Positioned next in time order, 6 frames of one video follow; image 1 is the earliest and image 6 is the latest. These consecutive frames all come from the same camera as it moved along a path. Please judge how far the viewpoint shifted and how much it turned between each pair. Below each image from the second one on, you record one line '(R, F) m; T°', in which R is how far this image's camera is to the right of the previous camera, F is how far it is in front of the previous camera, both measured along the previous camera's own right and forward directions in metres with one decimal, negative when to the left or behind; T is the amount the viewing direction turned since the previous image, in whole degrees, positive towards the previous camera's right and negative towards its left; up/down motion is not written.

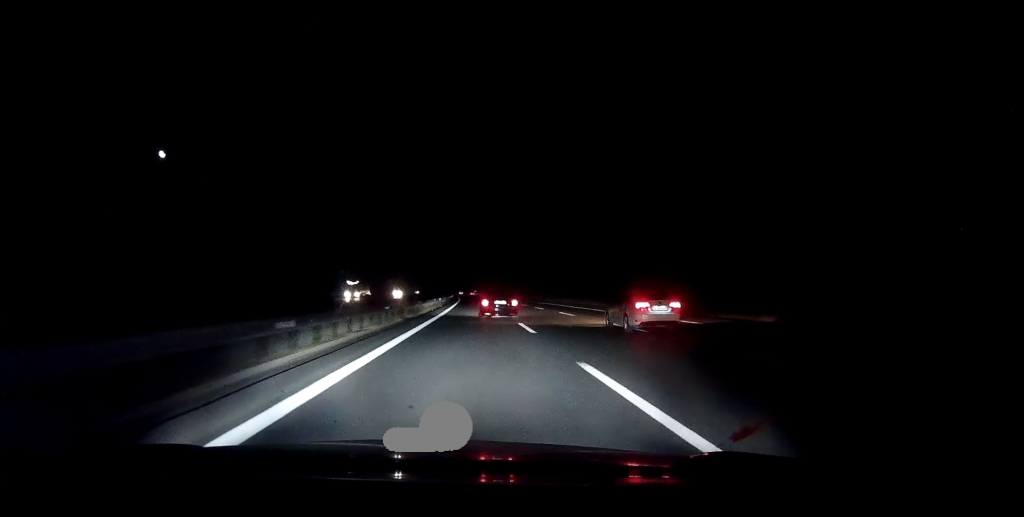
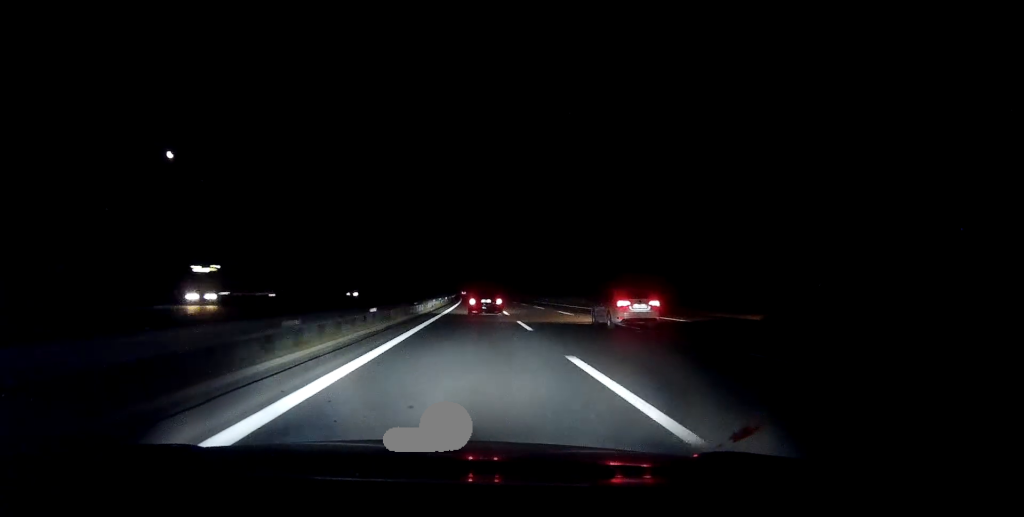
(-0.5, +42.7) m; -1°
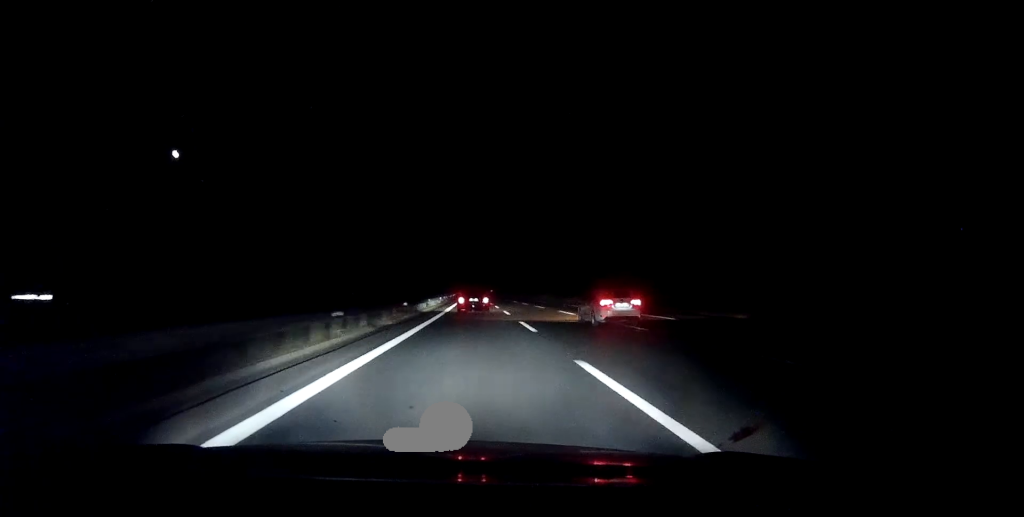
(-0.2, +44.4) m; 0°
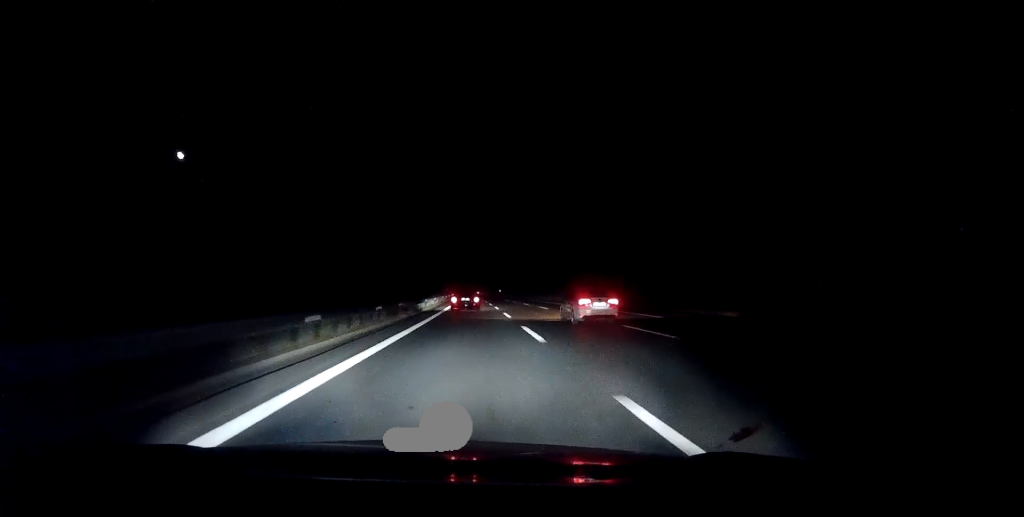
(-0.3, +48.0) m; -2°
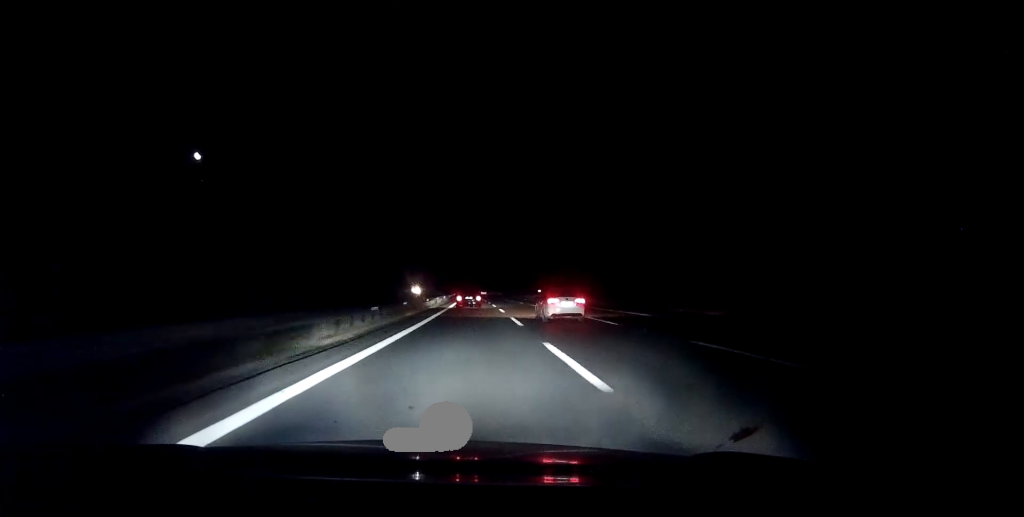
(-2.4, +109.0) m; -1°
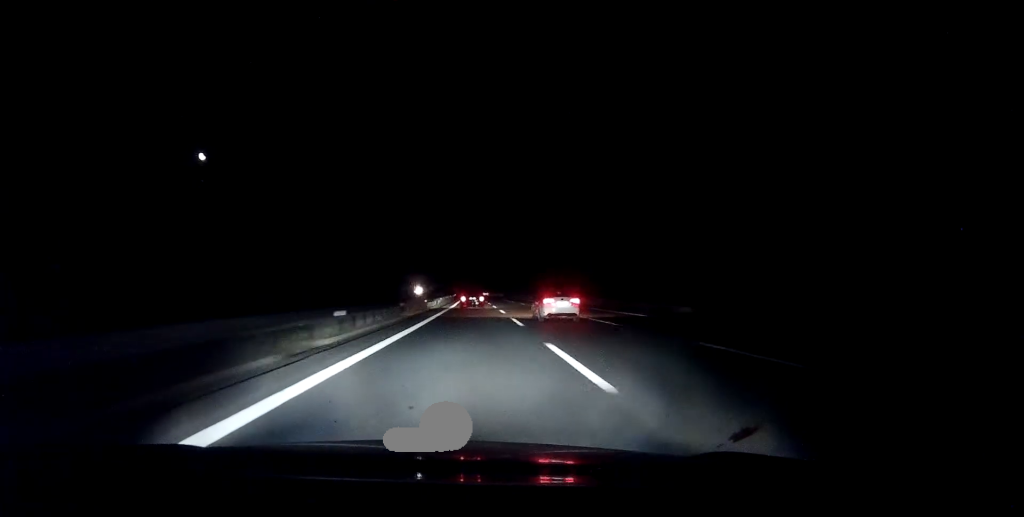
(+0.1, +30.1) m; 0°
